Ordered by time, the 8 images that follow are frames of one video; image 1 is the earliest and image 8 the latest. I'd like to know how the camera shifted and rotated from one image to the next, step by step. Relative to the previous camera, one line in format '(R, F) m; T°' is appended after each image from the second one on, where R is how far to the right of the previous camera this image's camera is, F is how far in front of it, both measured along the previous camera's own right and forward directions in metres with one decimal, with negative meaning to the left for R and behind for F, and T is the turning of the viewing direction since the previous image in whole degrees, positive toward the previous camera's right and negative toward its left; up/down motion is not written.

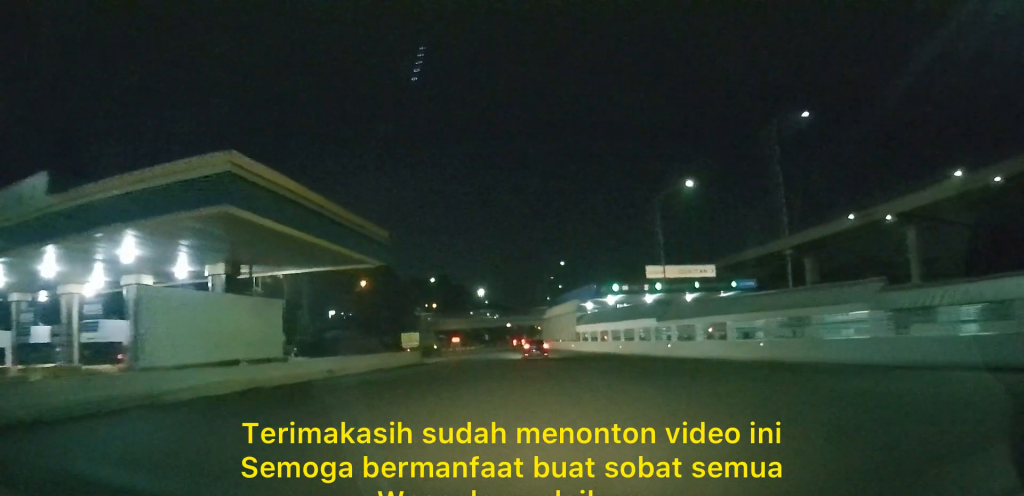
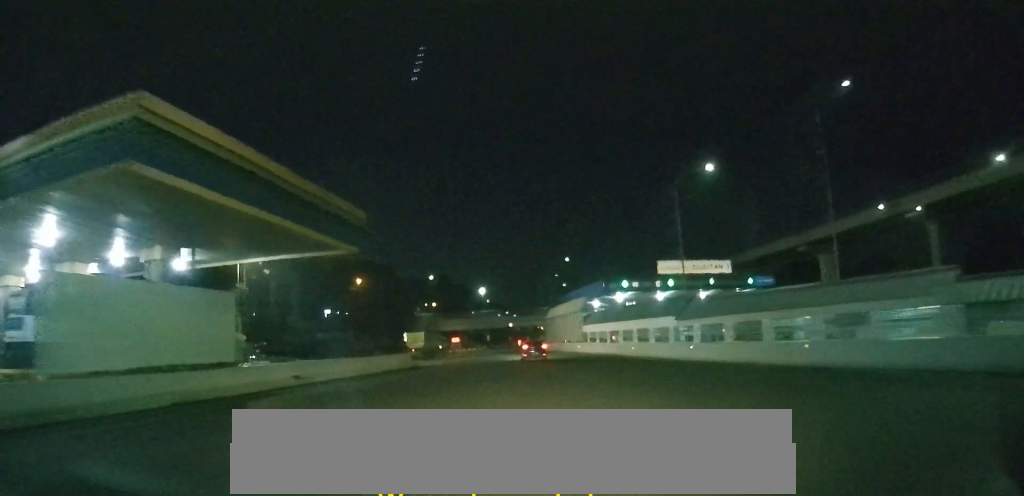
(-0.1, +5.9) m; -1°
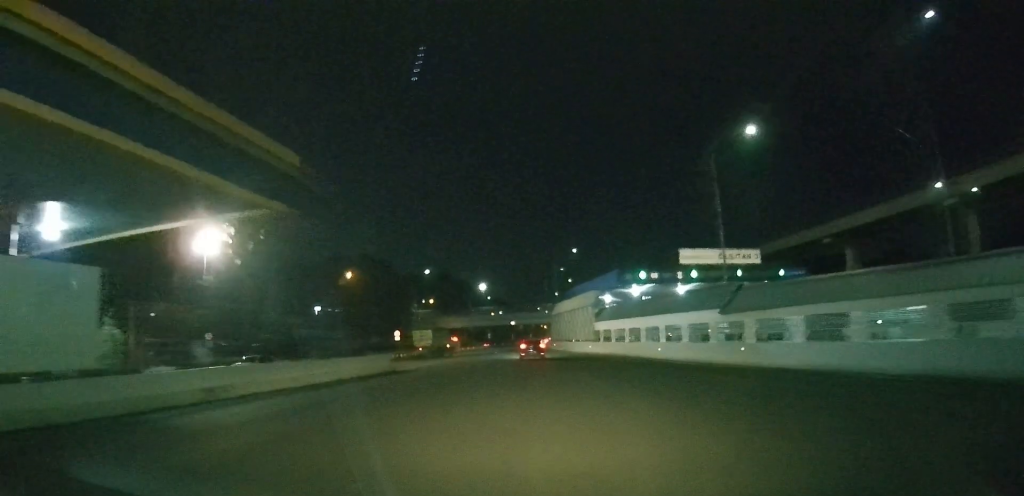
(-0.1, +9.3) m; -1°
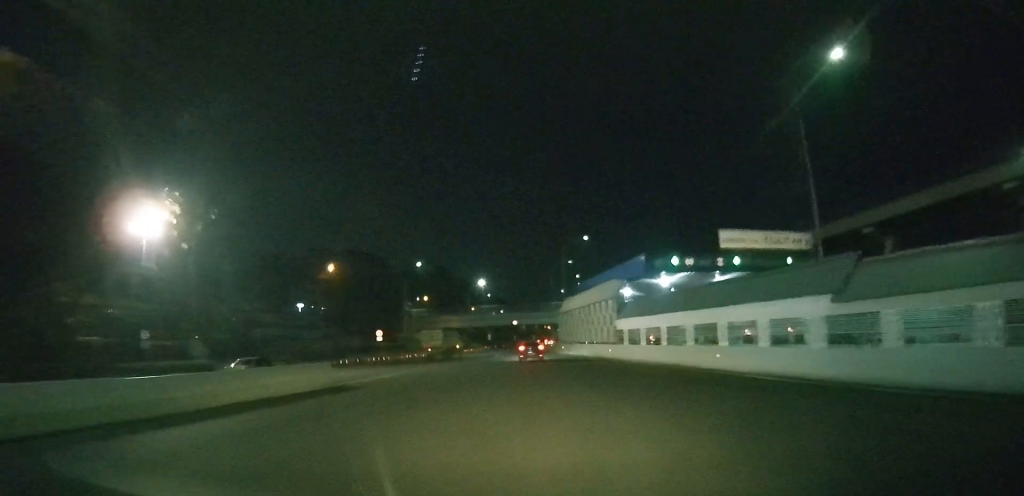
(-0.1, +12.6) m; -1°
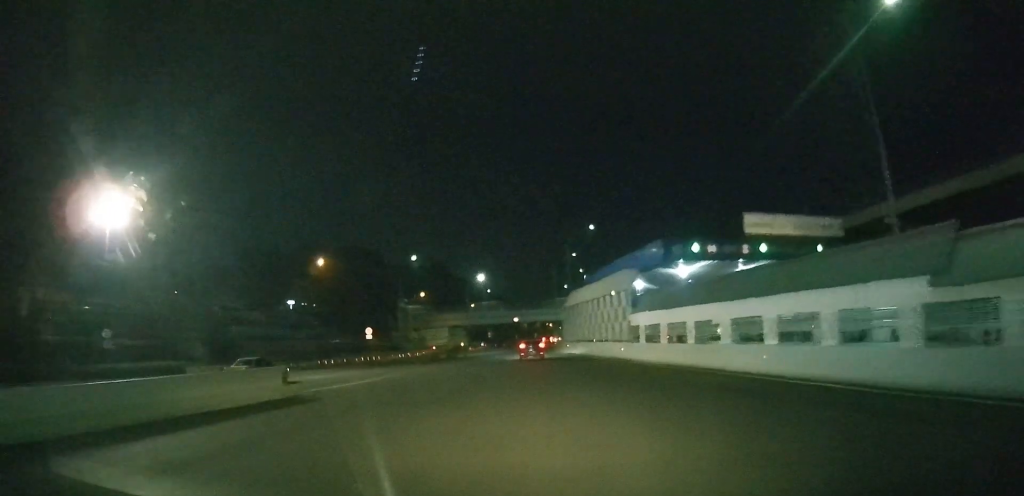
(0.0, +6.0) m; 0°
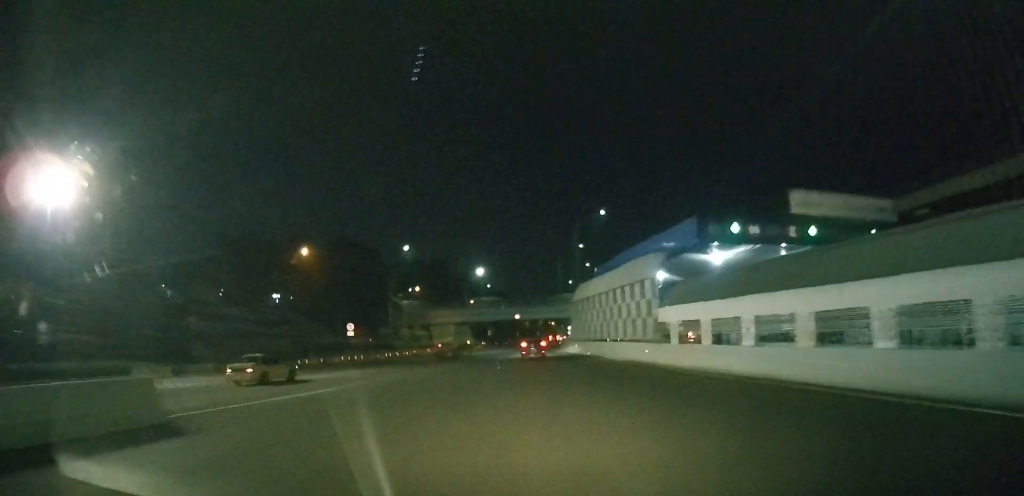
(0.0, +7.2) m; 0°
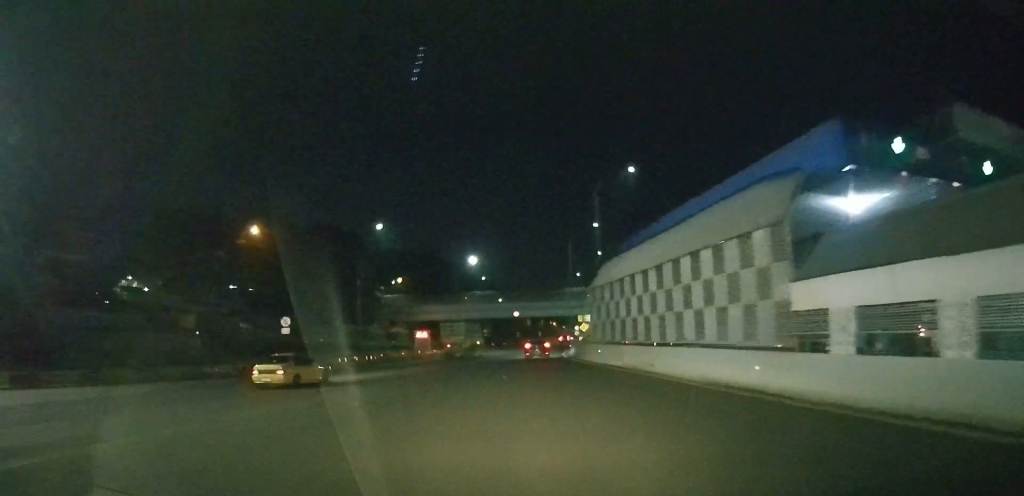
(+0.2, +15.9) m; +1°
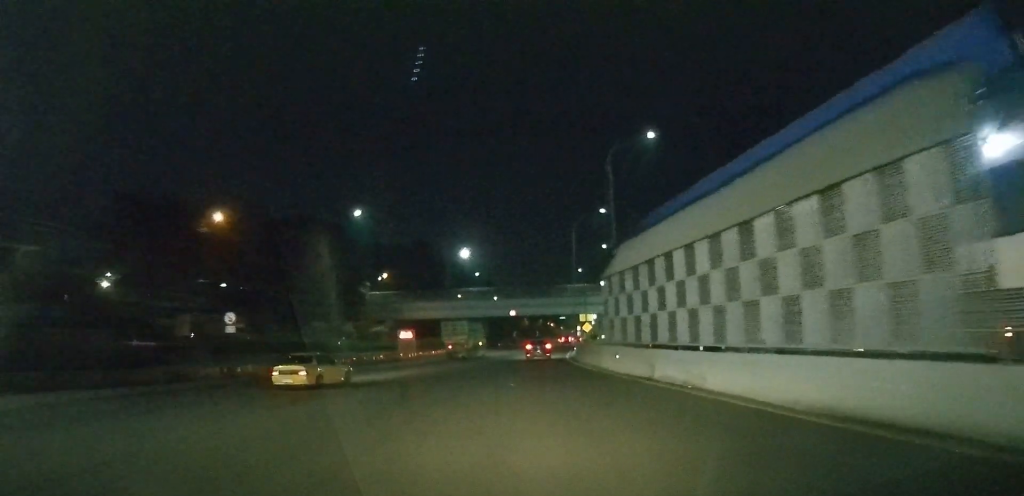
(0.0, +7.3) m; 0°
